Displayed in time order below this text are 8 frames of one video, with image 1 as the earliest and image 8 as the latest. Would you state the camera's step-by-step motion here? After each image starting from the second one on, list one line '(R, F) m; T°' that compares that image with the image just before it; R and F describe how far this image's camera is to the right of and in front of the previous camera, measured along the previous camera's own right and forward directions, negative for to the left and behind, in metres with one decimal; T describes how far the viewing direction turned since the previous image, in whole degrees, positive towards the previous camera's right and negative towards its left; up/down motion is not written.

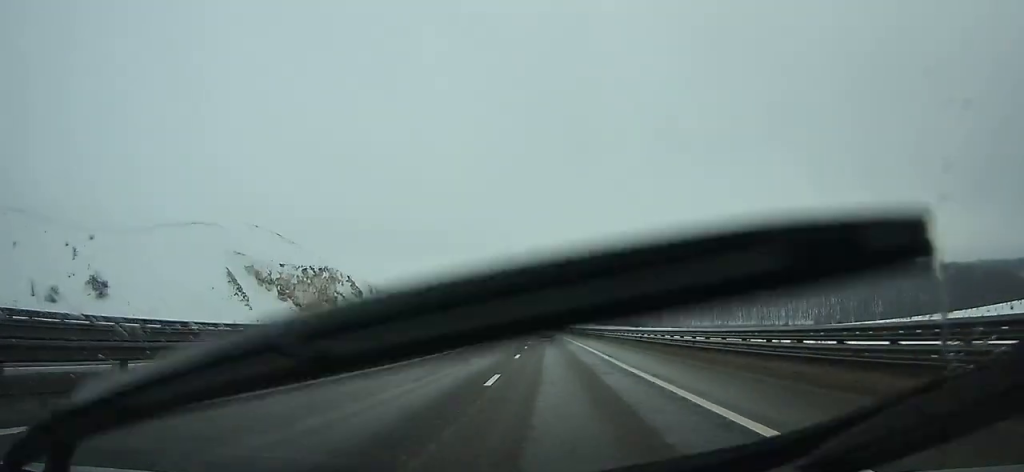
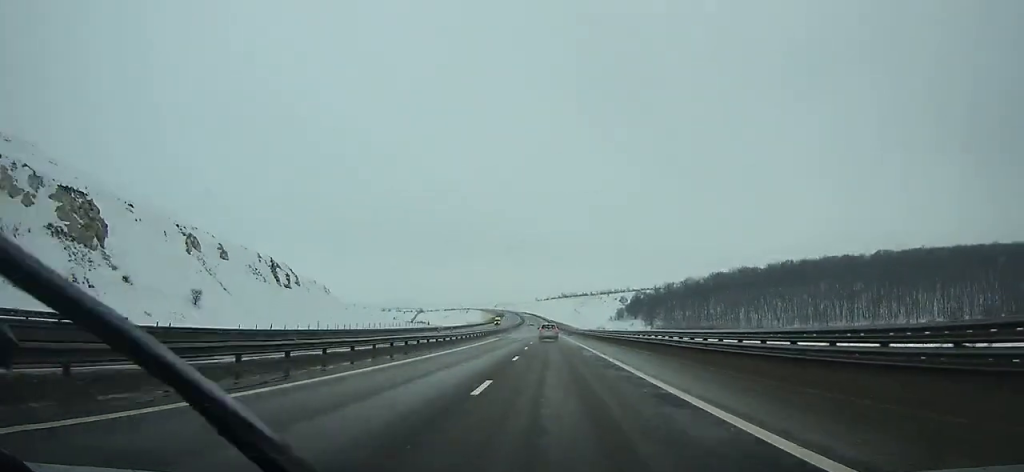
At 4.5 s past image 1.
(-3.4, +120.5) m; -3°
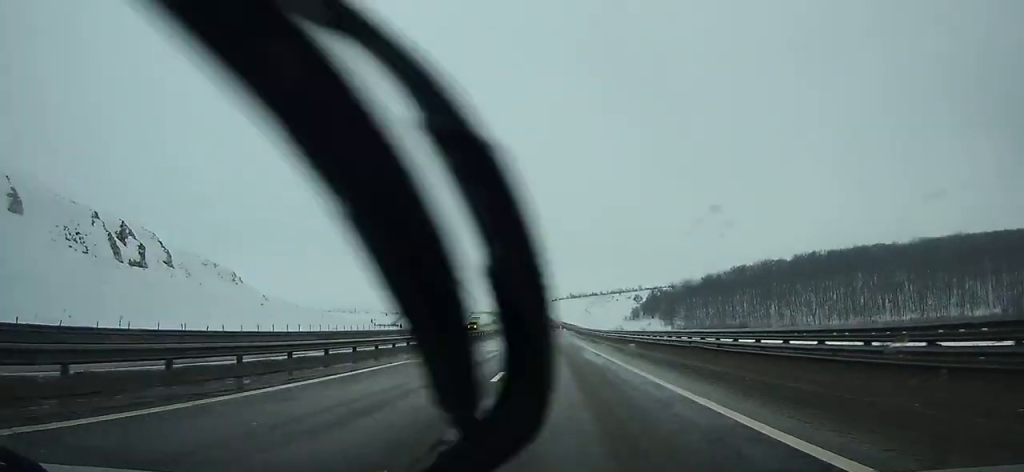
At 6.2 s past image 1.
(-0.6, +43.8) m; -1°
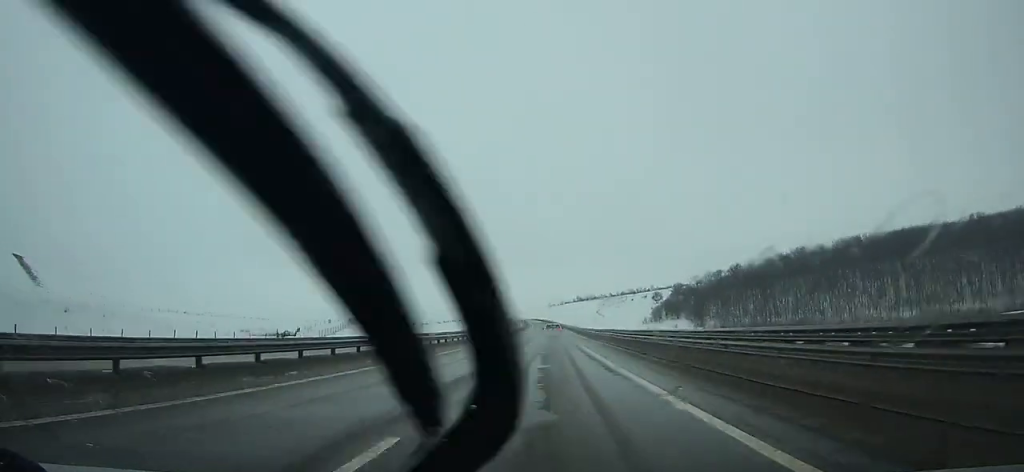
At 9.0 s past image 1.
(-0.6, +70.9) m; -1°
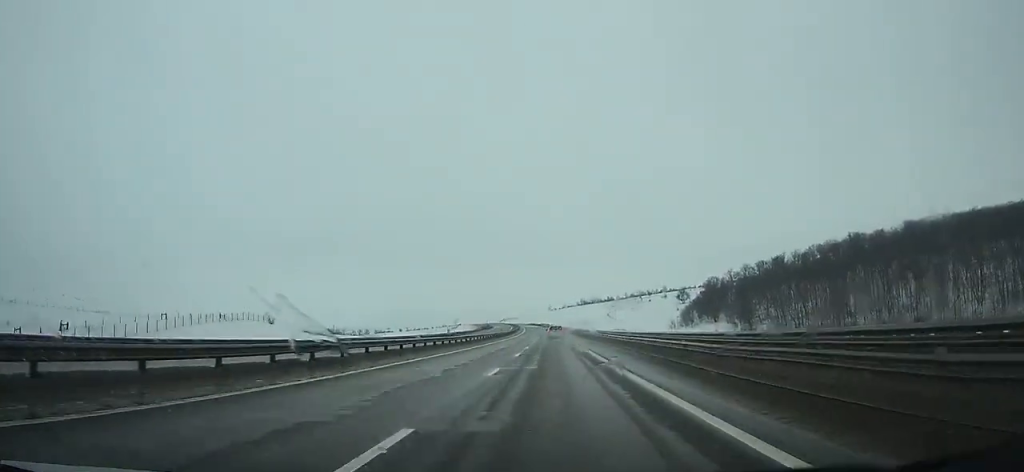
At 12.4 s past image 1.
(-0.1, +84.0) m; 0°
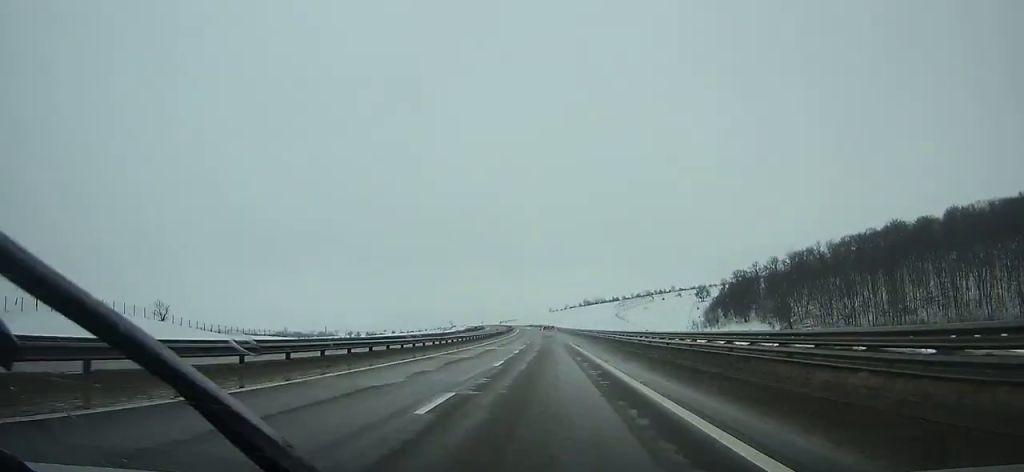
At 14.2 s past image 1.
(0.0, +43.7) m; 0°
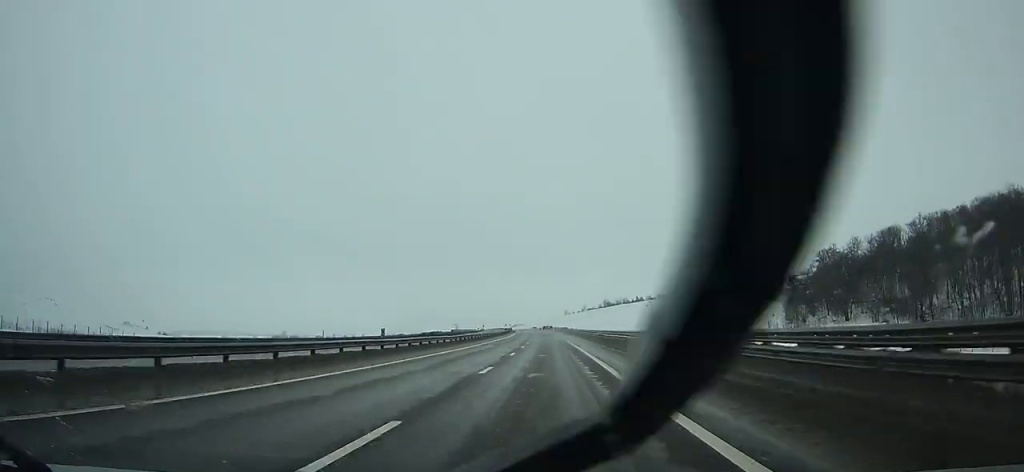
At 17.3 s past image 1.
(-0.6, +74.8) m; -1°
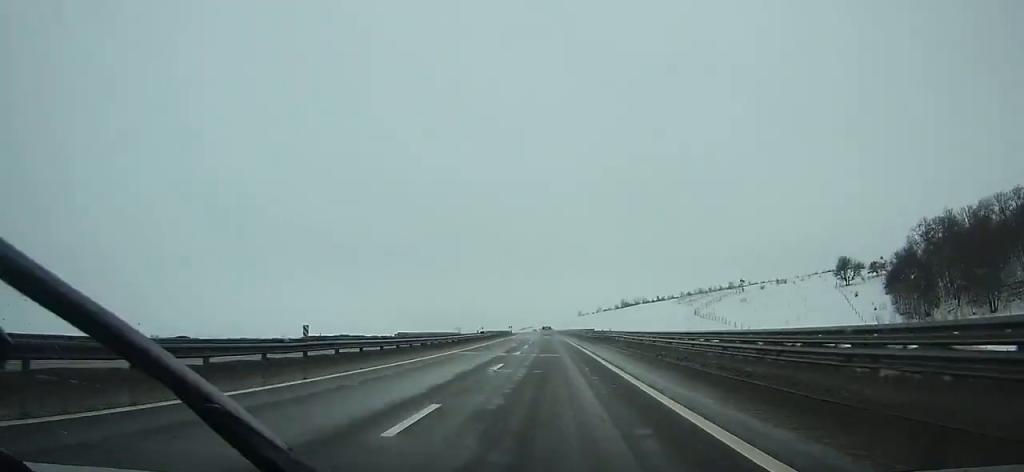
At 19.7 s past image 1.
(-0.5, +57.6) m; -1°
